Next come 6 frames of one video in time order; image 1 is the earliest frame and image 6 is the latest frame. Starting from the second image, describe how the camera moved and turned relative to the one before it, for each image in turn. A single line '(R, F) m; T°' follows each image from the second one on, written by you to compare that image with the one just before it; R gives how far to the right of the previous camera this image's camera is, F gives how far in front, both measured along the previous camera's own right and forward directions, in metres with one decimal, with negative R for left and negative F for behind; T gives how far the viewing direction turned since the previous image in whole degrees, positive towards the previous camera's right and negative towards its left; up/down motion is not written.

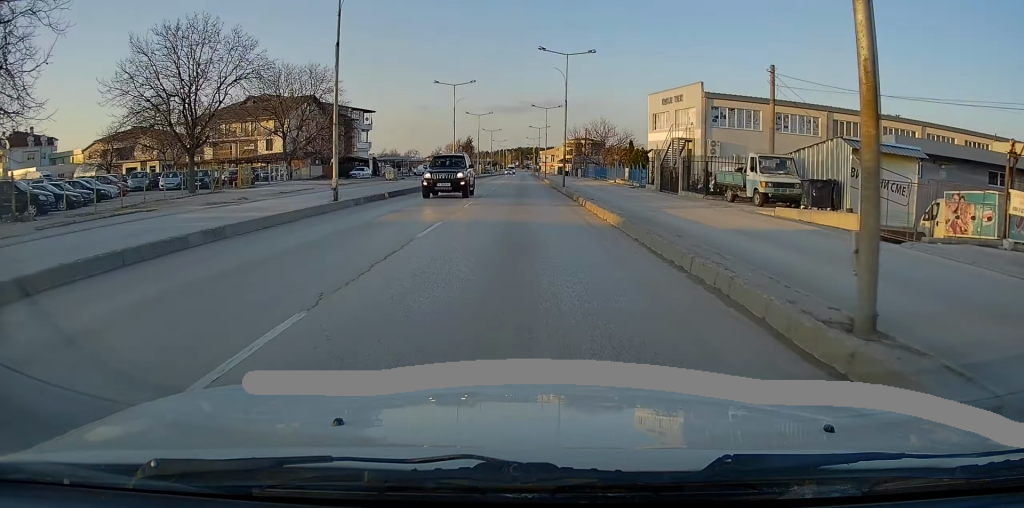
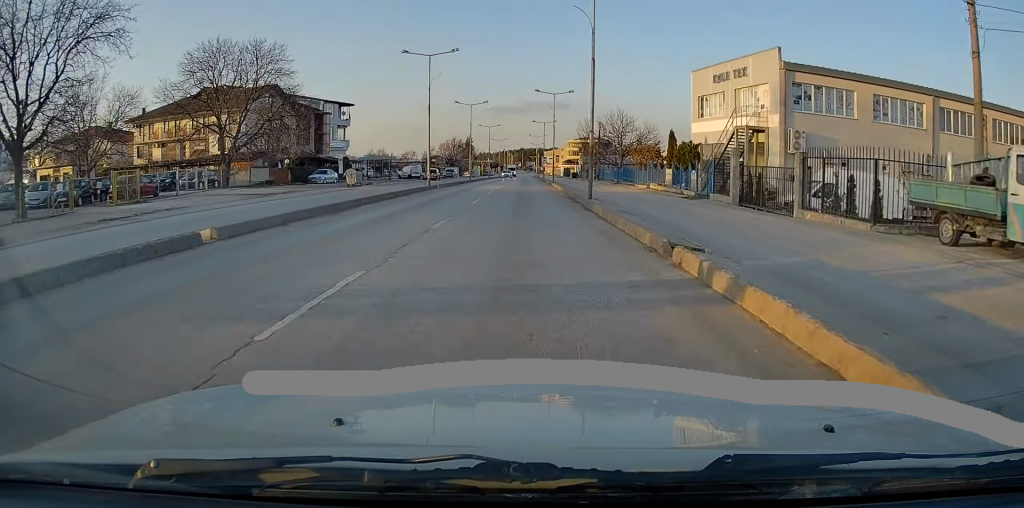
(0.0, +15.5) m; 0°
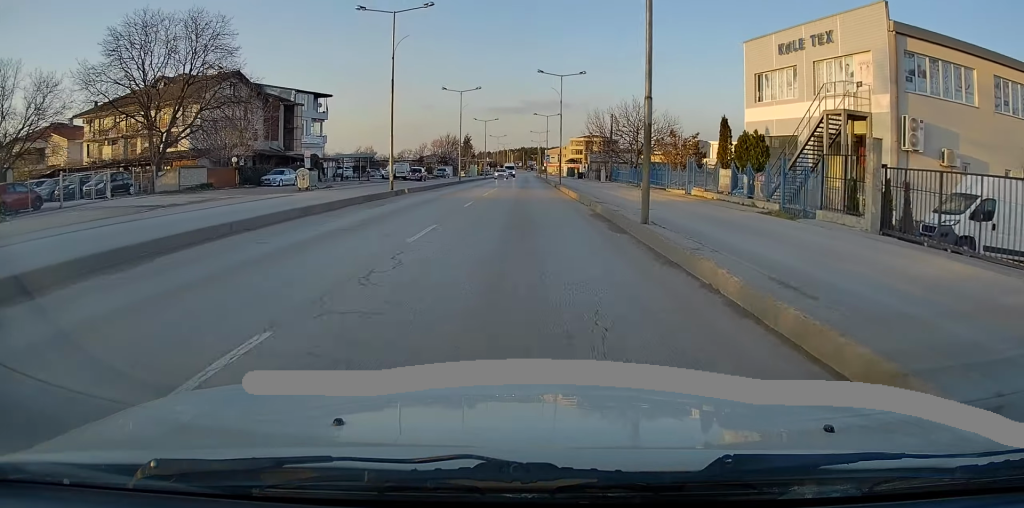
(0.0, +11.4) m; 0°
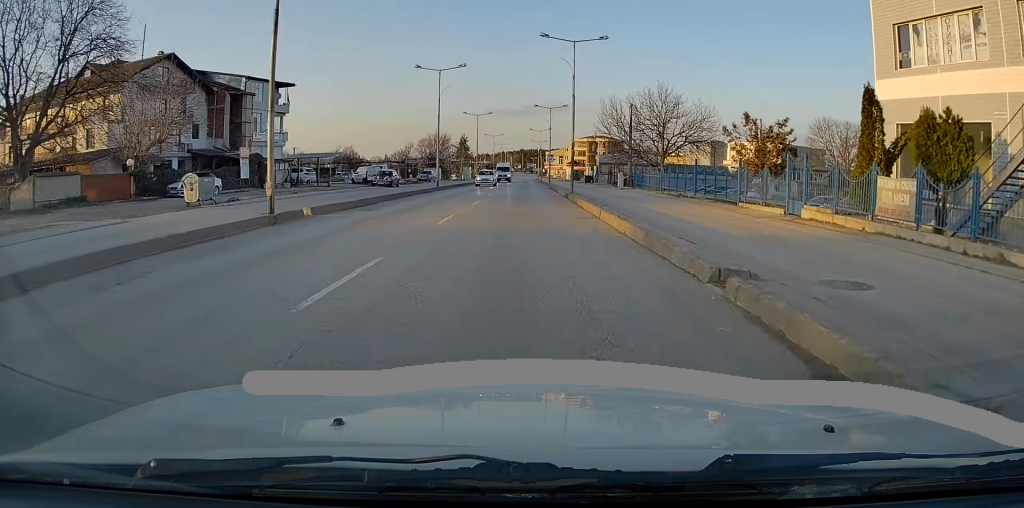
(0.0, +14.2) m; 0°
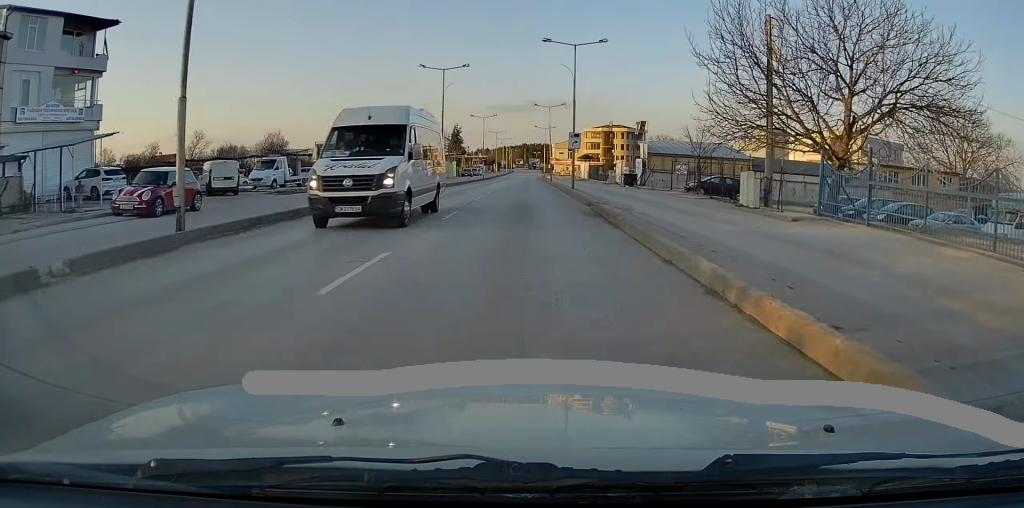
(0.0, +34.7) m; 0°
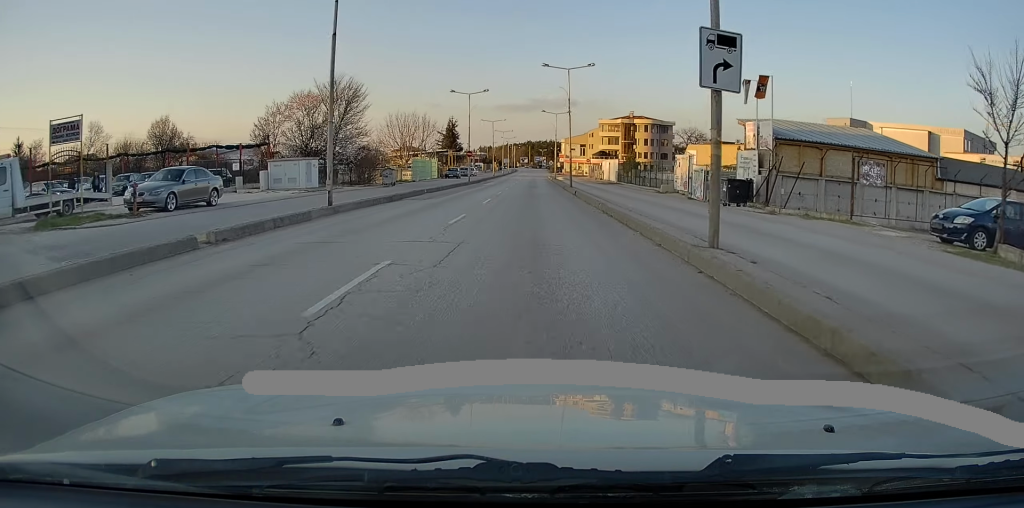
(-0.1, +27.4) m; 0°
